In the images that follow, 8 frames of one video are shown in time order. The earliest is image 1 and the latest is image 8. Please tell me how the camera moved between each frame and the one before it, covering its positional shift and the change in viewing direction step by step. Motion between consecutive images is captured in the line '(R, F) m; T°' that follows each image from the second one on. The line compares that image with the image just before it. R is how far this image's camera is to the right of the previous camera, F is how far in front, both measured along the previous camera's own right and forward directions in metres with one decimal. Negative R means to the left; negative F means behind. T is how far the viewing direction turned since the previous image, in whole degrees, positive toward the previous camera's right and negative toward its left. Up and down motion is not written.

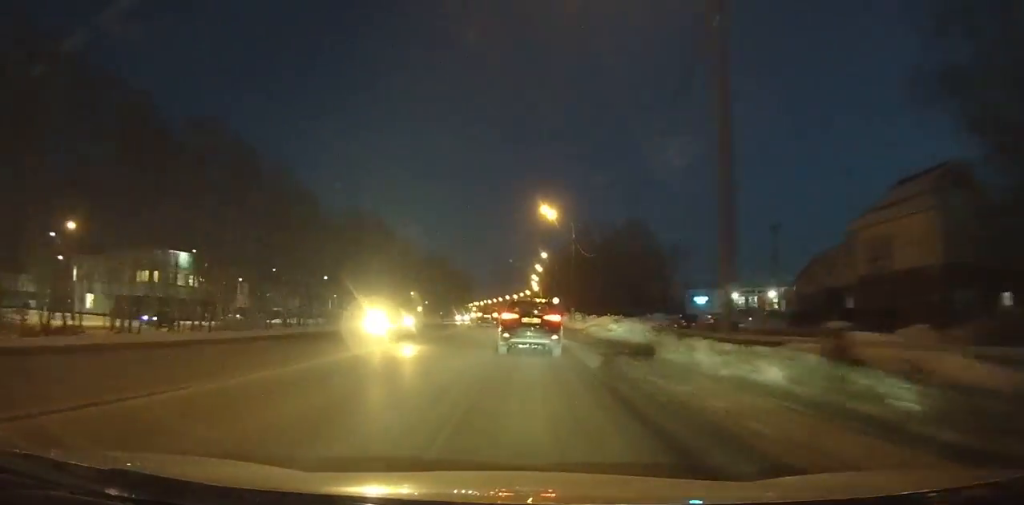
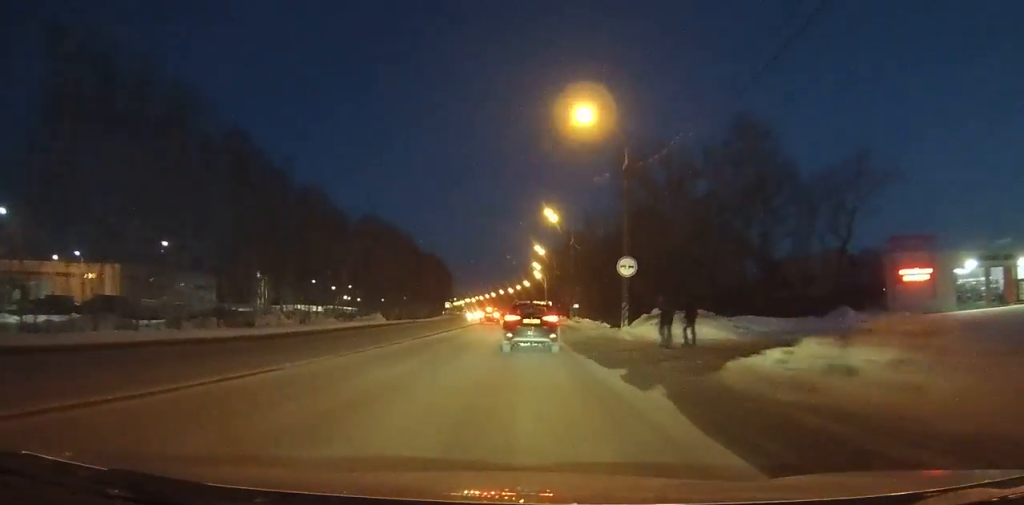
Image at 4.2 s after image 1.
(0.0, +63.1) m; 0°
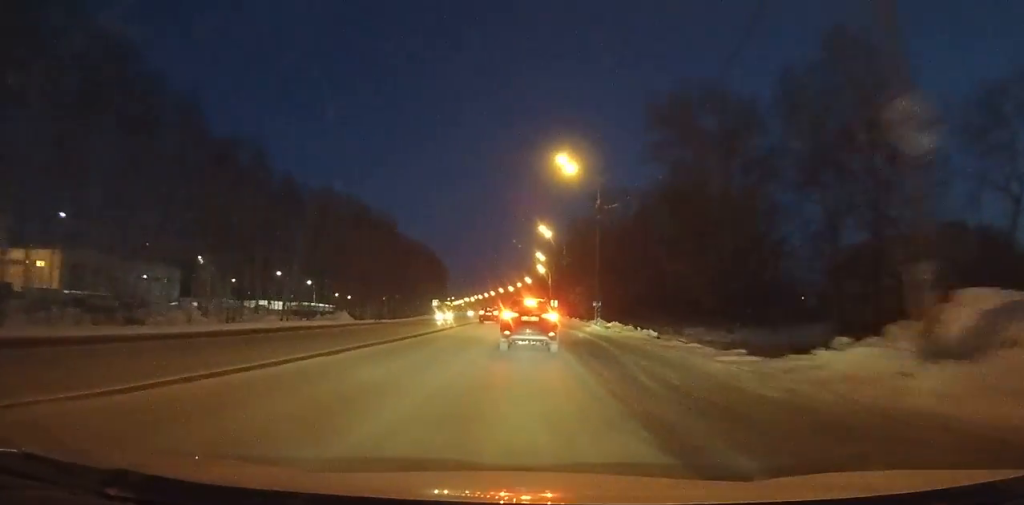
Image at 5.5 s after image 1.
(0.0, +18.6) m; 0°
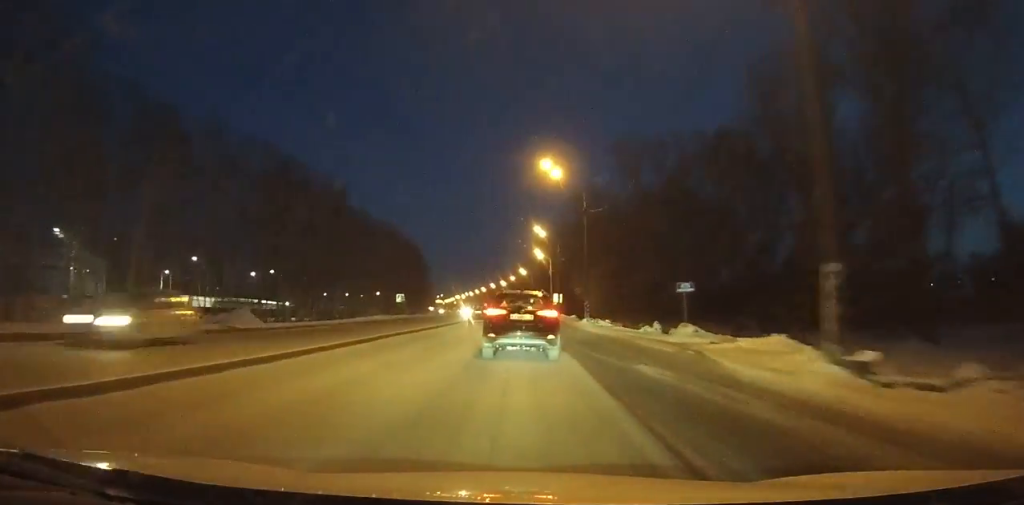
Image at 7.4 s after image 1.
(+0.3, +26.4) m; 0°
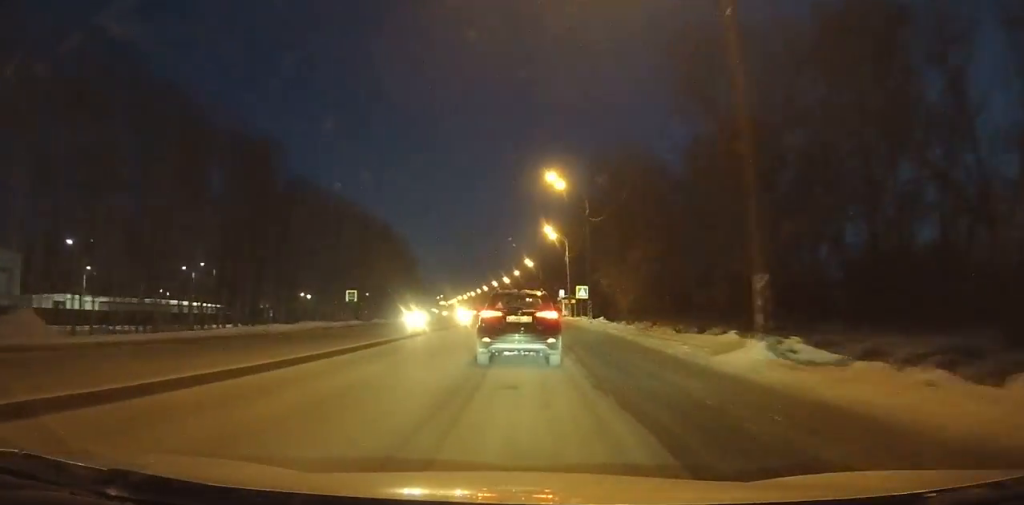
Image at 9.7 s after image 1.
(0.0, +30.1) m; 0°
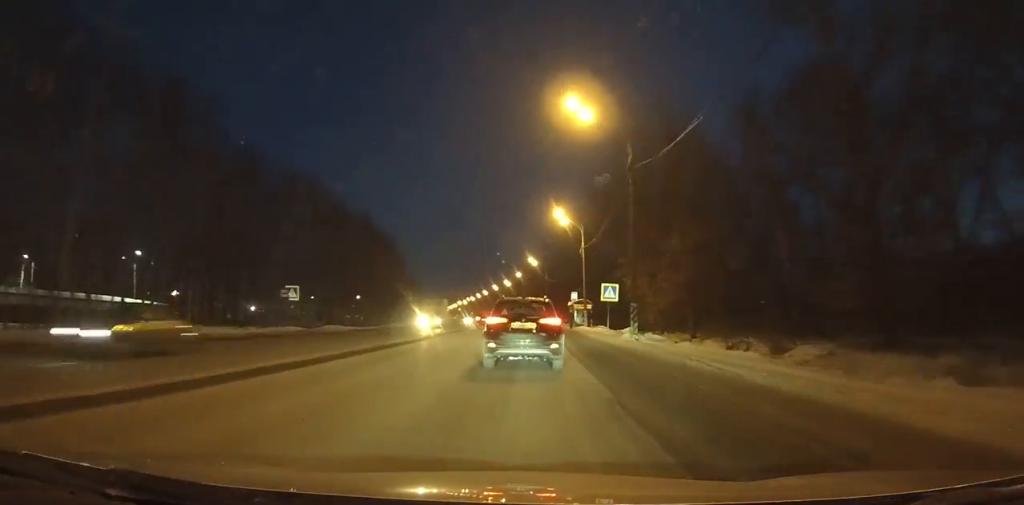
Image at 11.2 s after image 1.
(0.0, +19.1) m; 0°
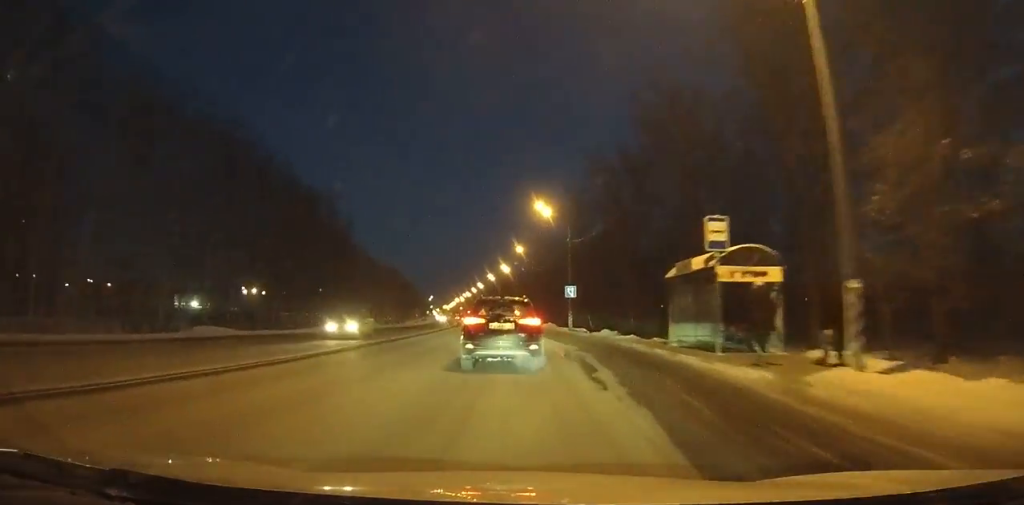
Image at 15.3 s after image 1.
(-0.6, +51.3) m; -3°
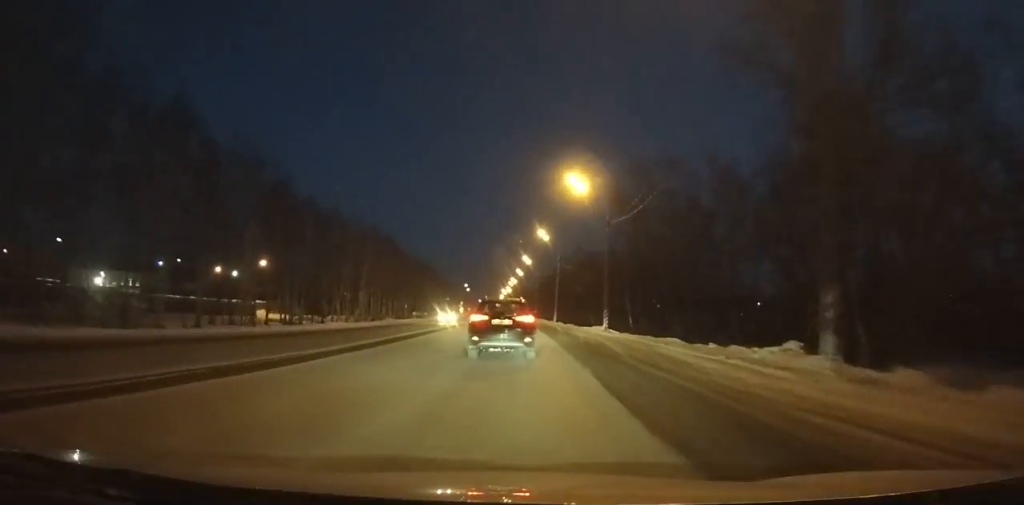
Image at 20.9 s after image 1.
(-3.9, +73.5) m; -5°
